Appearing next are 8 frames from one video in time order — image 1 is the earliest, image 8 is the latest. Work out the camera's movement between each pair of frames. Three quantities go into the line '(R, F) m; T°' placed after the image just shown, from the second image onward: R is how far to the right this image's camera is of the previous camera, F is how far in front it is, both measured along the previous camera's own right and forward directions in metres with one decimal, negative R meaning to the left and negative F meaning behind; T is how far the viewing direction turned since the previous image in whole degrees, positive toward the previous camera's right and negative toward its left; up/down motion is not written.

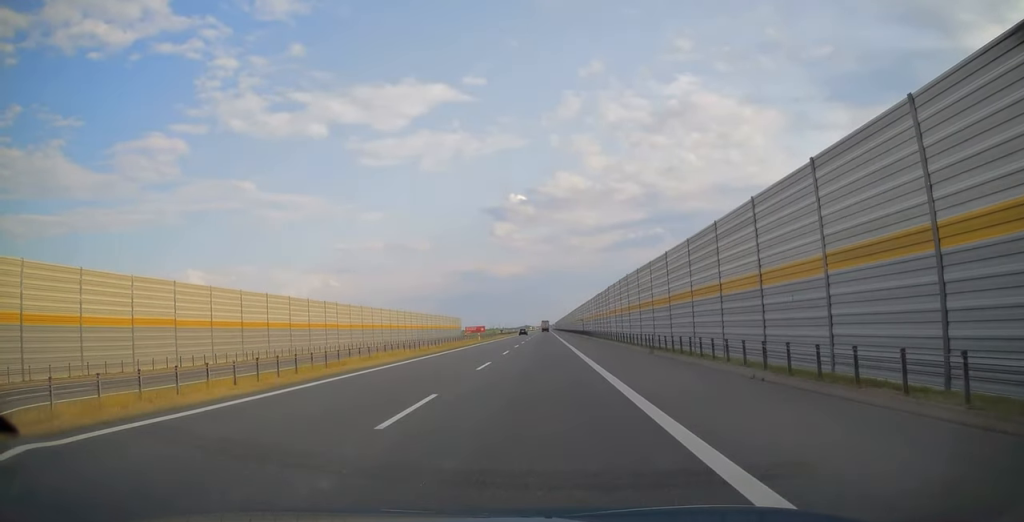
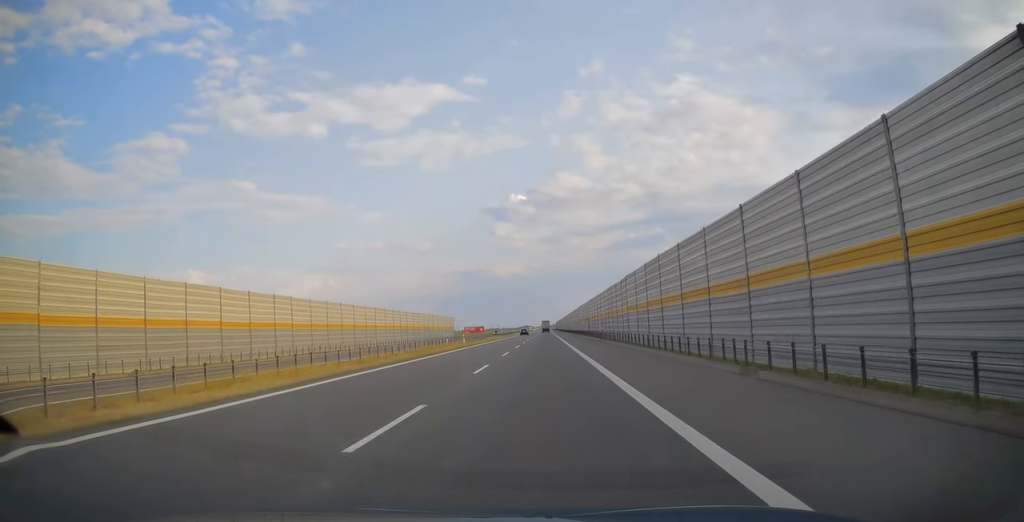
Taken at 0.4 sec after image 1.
(0.0, +13.7) m; 0°
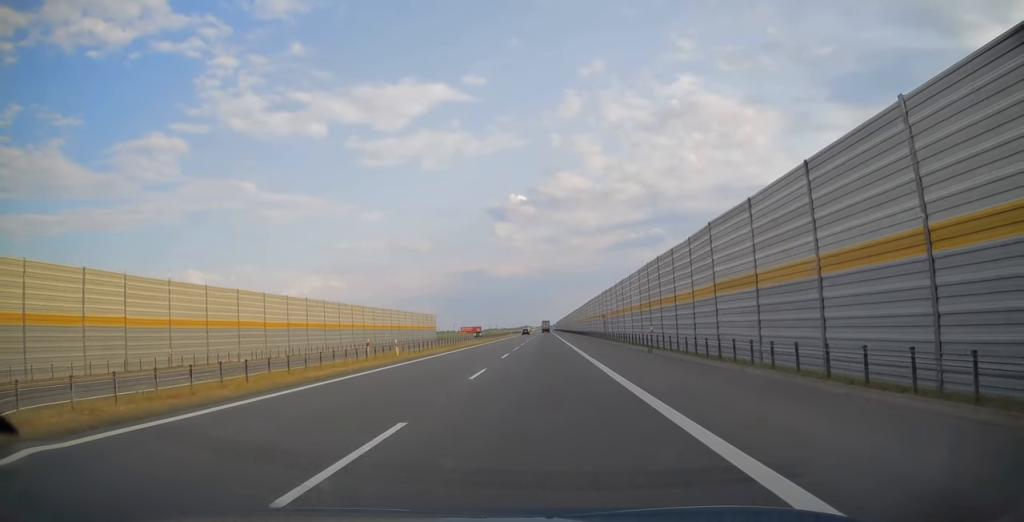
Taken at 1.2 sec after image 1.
(-0.1, +26.2) m; 0°
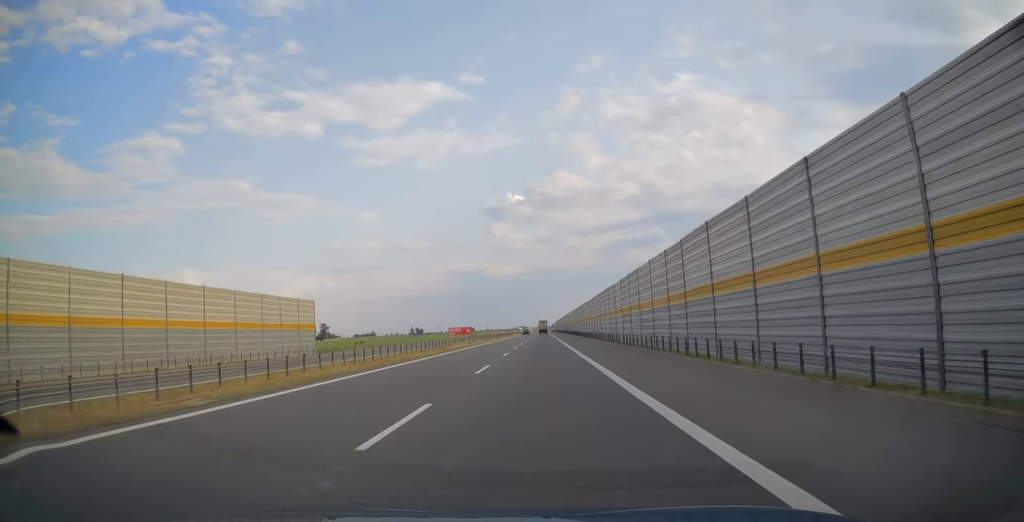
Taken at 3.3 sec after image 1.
(+0.2, +69.8) m; 0°
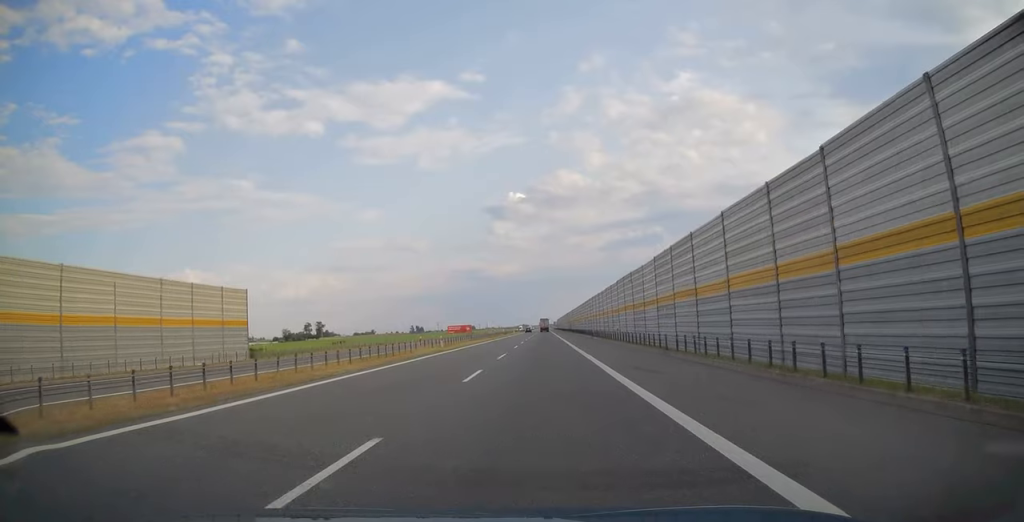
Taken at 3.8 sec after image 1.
(0.0, +15.8) m; 0°
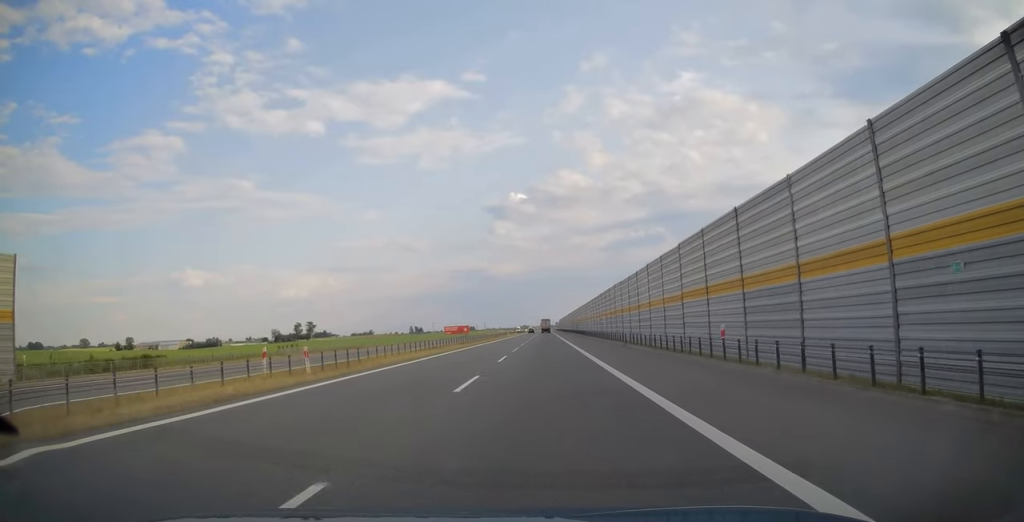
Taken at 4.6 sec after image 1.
(0.0, +26.2) m; 0°
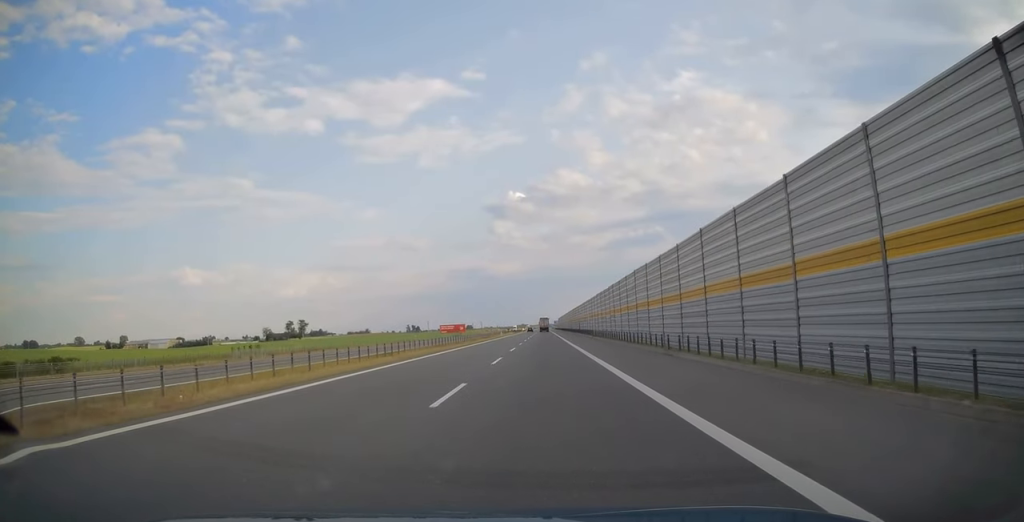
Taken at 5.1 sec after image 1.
(0.0, +14.7) m; 0°
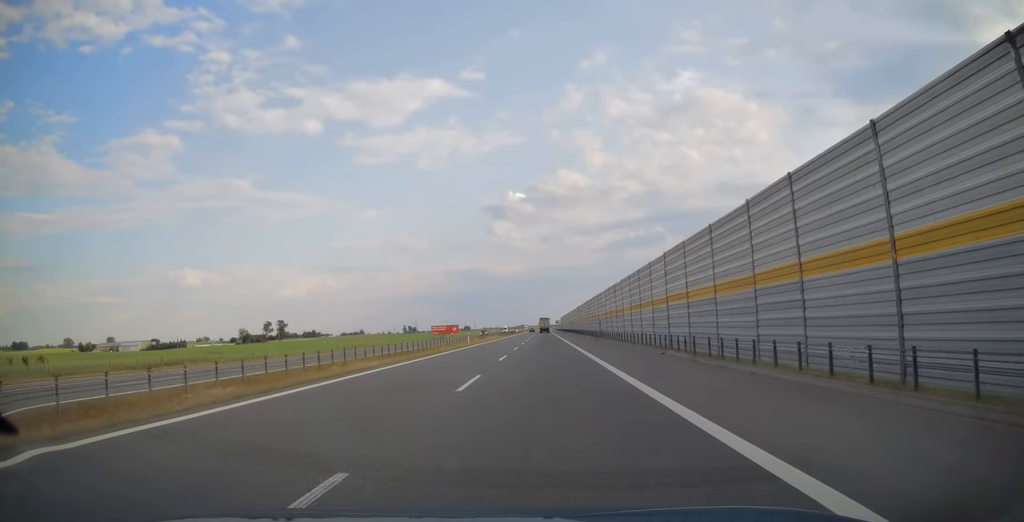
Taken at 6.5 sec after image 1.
(0.0, +45.3) m; 0°
